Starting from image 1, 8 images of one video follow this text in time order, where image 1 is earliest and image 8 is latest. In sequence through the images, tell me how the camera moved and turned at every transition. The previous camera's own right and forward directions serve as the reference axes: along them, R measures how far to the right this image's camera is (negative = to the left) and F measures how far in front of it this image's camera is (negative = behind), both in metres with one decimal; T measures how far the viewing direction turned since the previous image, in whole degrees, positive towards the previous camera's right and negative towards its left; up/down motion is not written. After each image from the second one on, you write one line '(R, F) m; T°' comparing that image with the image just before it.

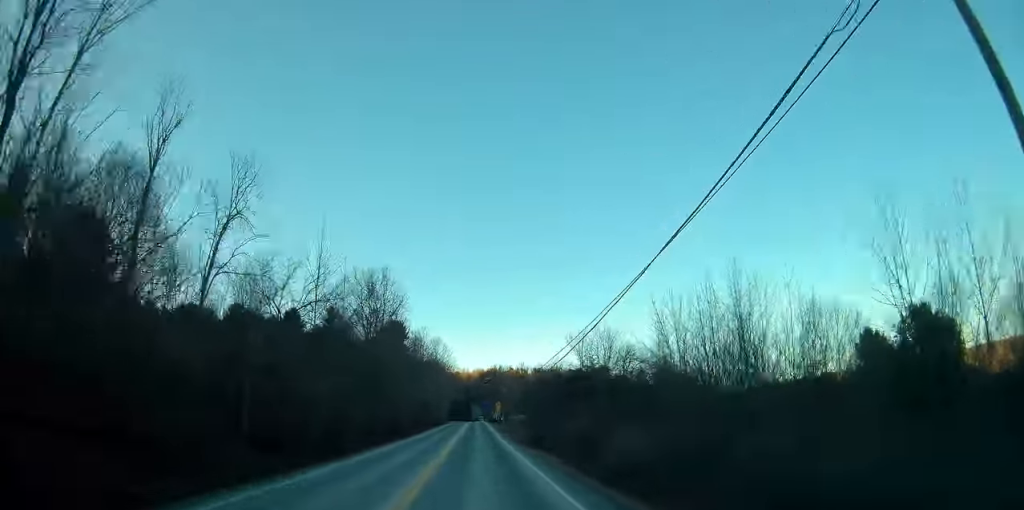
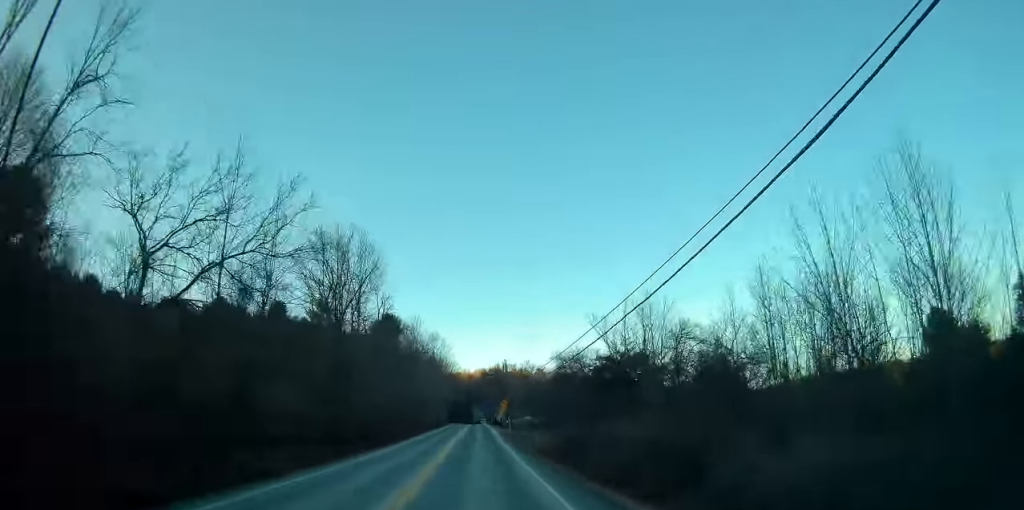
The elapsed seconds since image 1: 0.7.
(0.0, +14.7) m; 0°
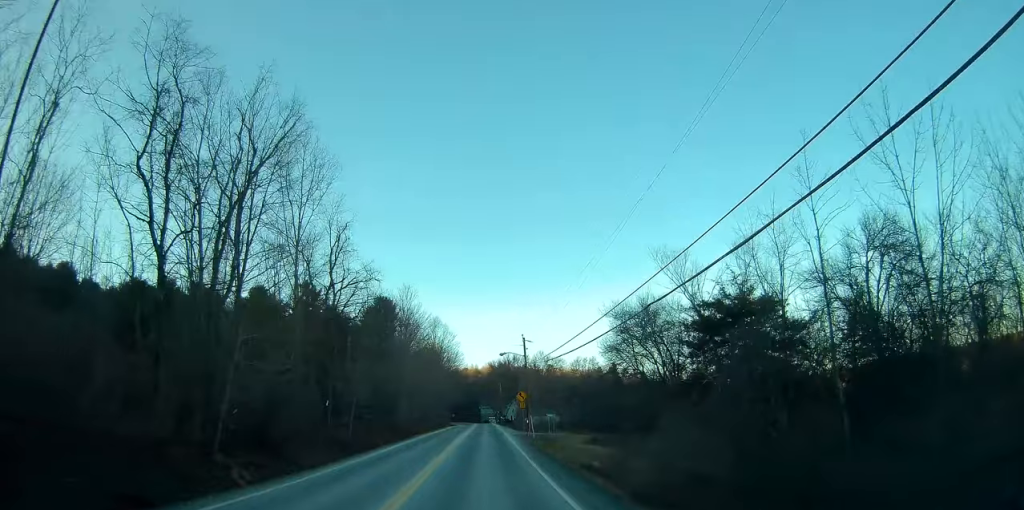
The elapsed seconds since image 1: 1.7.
(0.0, +21.4) m; 0°
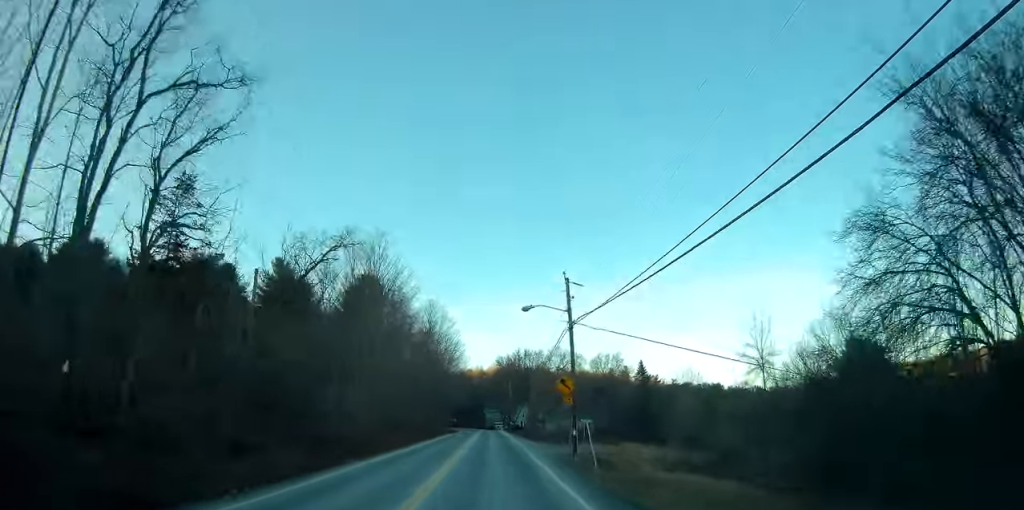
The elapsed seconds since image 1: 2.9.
(-0.2, +24.6) m; -1°
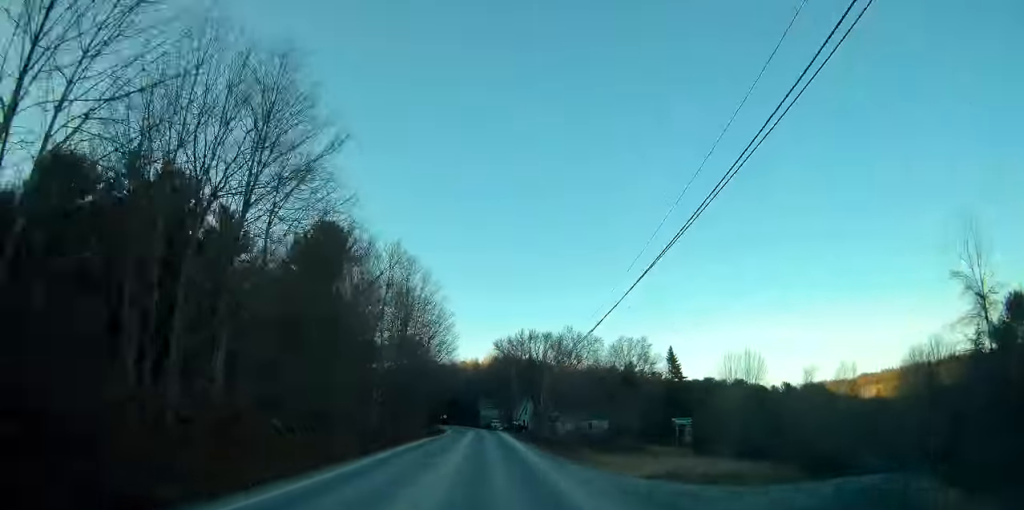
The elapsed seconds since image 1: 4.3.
(0.0, +27.8) m; +1°
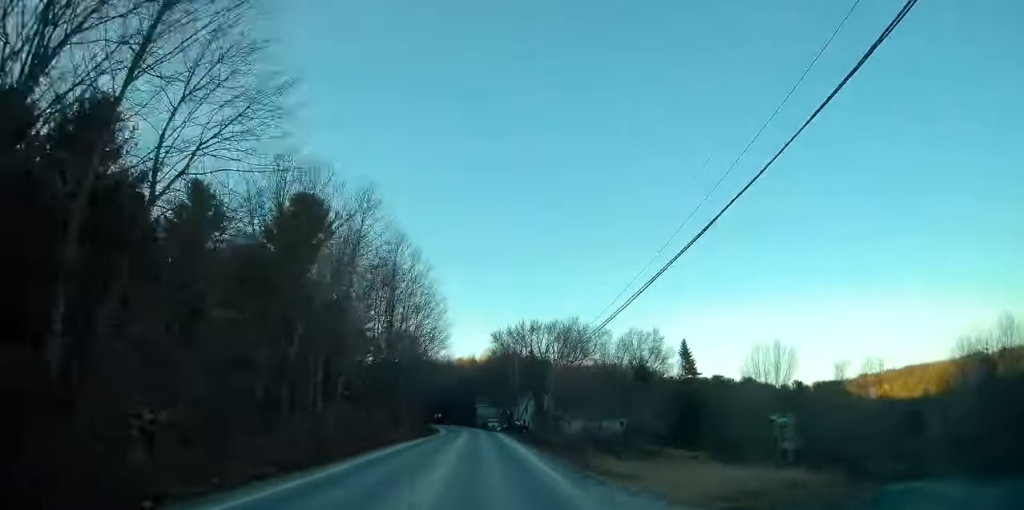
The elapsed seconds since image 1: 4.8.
(+0.1, +10.2) m; 0°
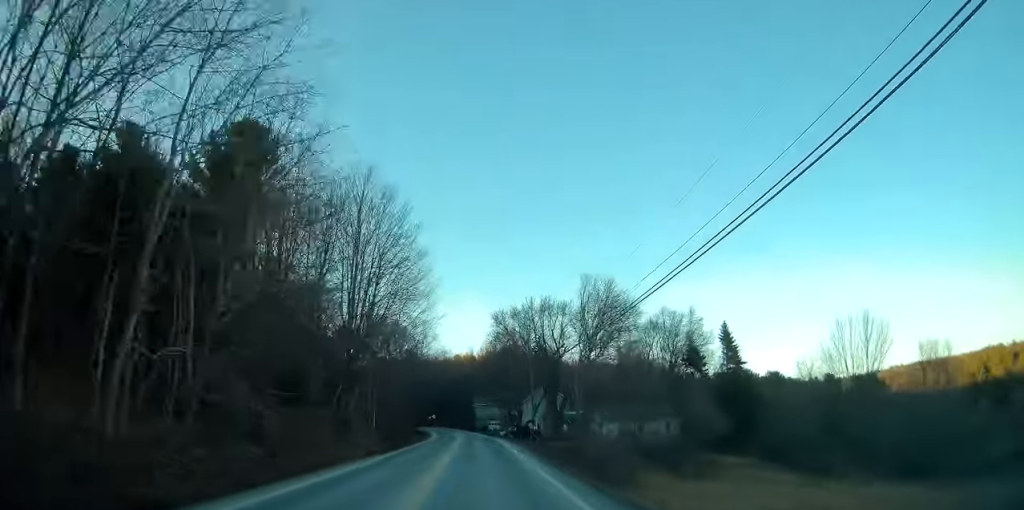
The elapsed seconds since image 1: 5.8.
(-0.1, +20.5) m; -1°
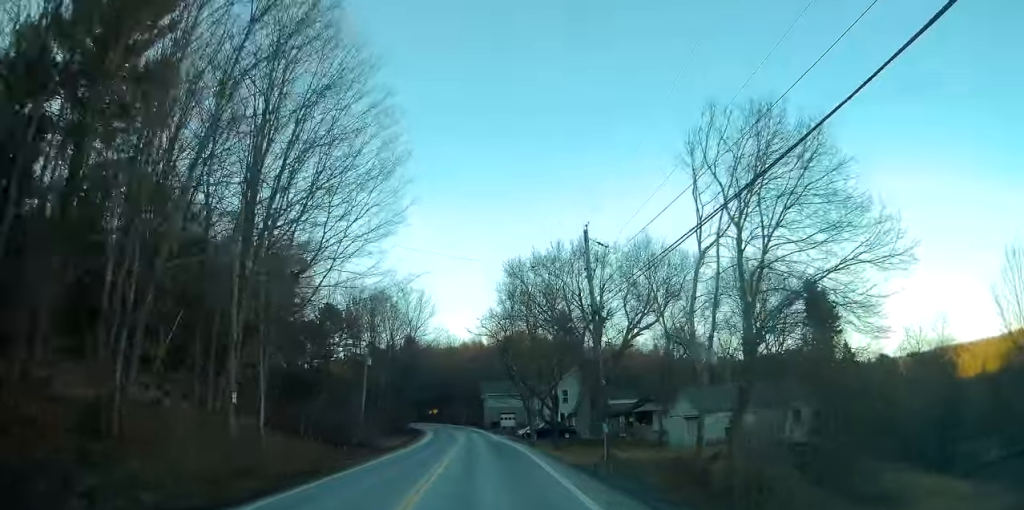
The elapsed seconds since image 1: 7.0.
(-0.1, +24.6) m; 0°
